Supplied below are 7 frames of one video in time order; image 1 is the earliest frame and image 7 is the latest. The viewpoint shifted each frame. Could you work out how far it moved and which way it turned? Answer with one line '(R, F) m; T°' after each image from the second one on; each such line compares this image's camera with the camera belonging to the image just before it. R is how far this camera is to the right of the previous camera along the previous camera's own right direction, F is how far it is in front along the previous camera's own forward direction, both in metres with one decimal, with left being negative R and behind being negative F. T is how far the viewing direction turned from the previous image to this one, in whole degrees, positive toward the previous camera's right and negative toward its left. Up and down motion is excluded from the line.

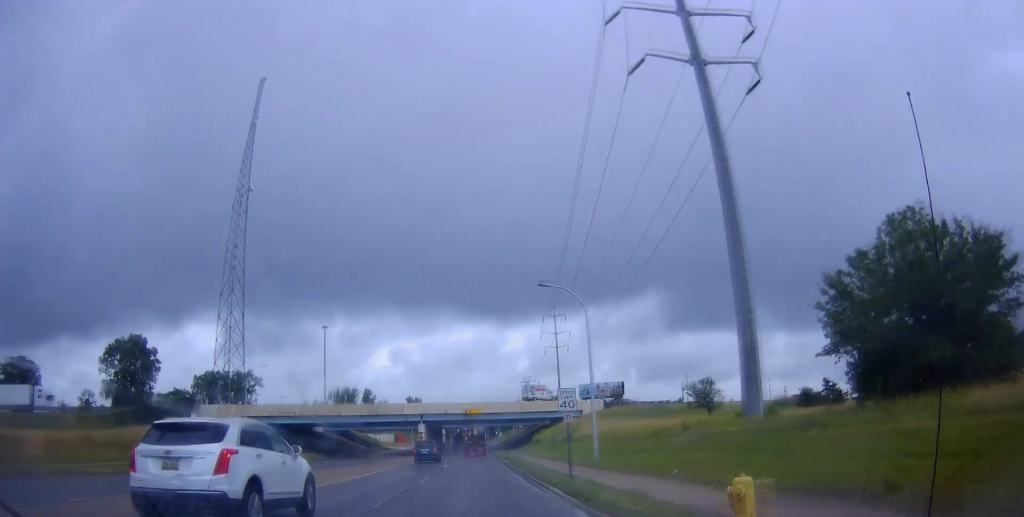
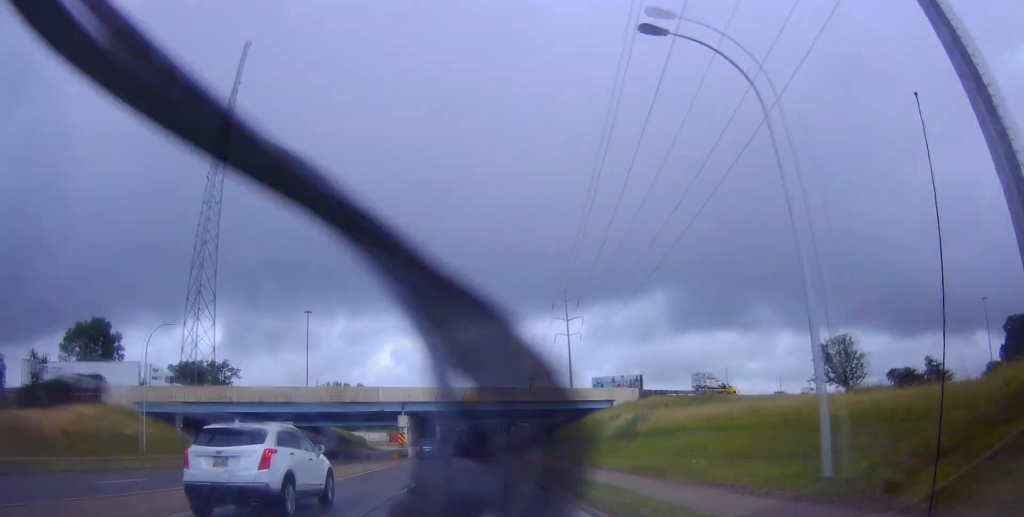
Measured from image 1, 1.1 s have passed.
(+0.1, +19.5) m; +1°
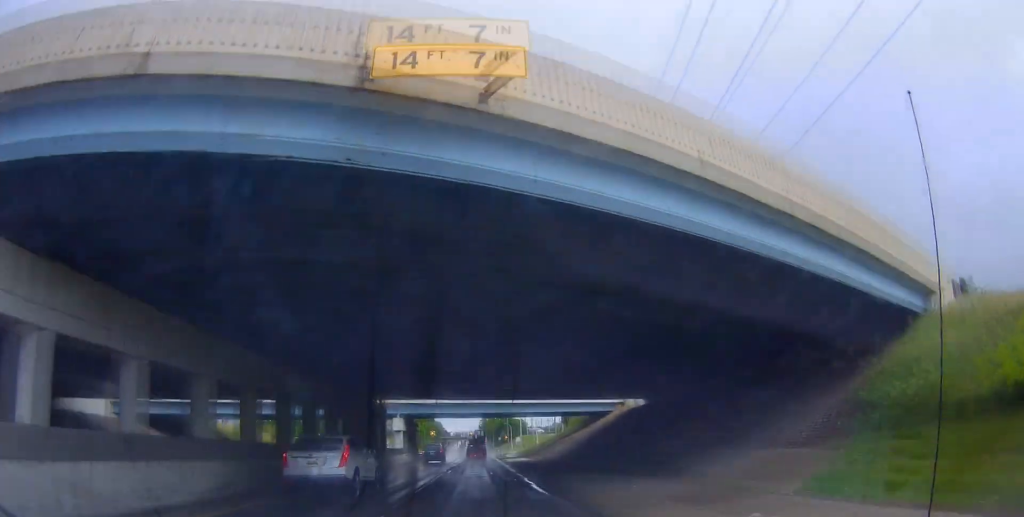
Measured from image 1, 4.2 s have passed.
(-1.8, +53.3) m; -1°
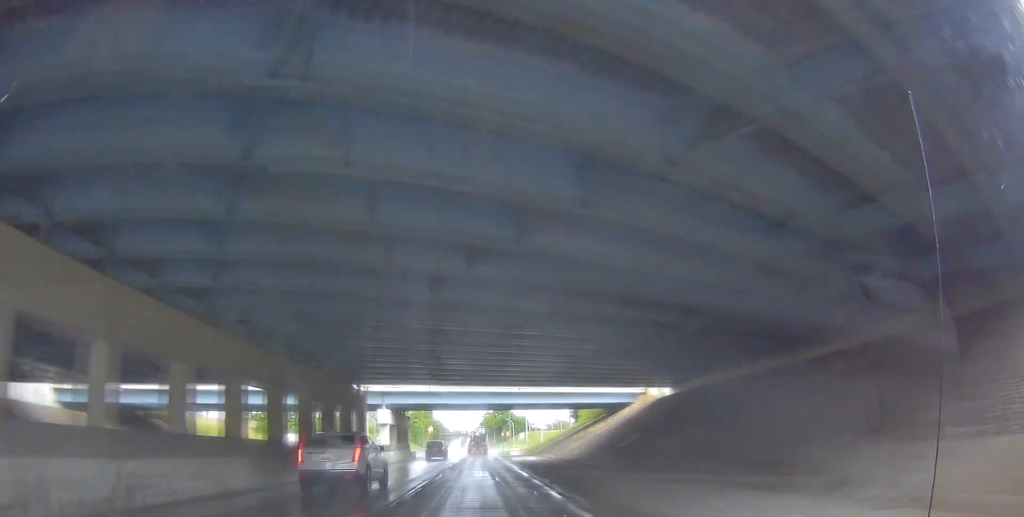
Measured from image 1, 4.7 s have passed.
(+0.4, +8.5) m; +1°
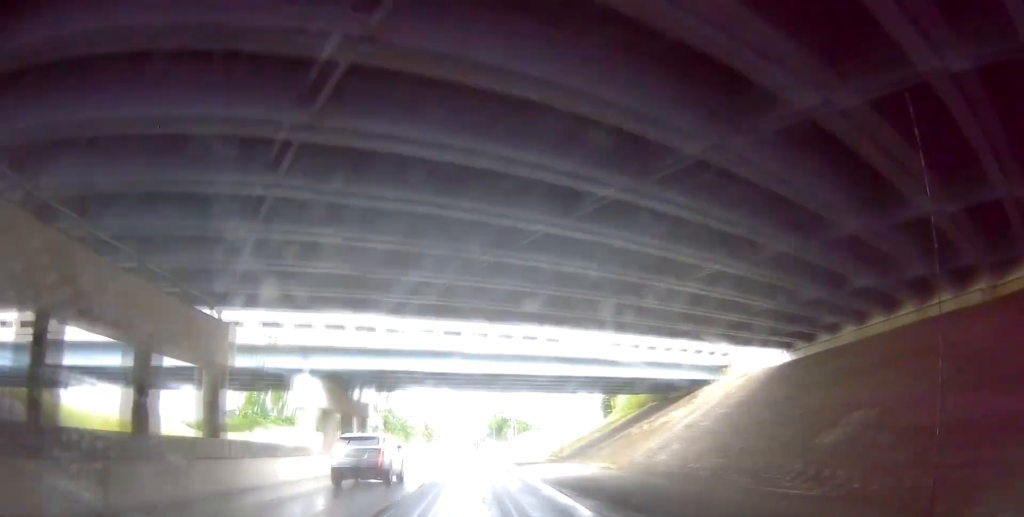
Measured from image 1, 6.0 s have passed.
(+0.2, +20.9) m; -1°
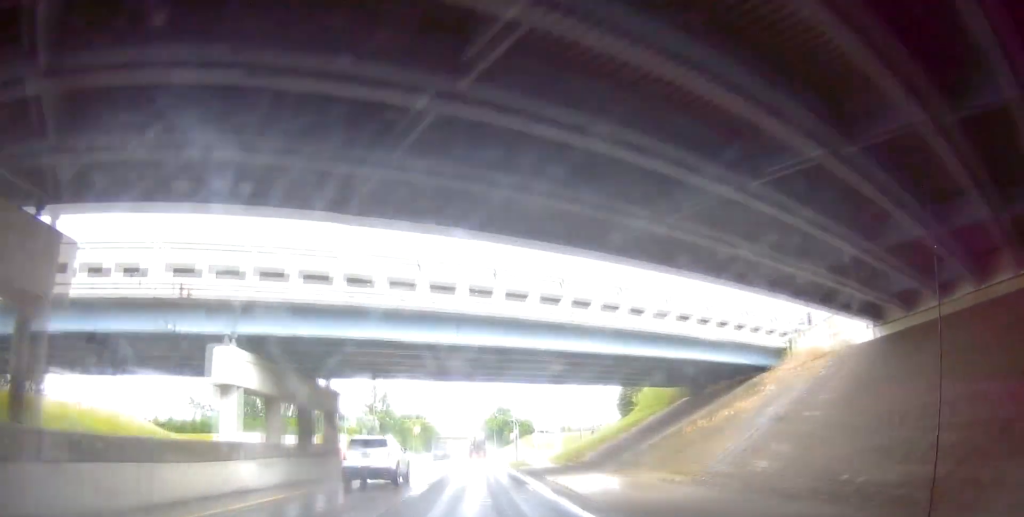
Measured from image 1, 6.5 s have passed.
(-0.1, +8.4) m; -1°
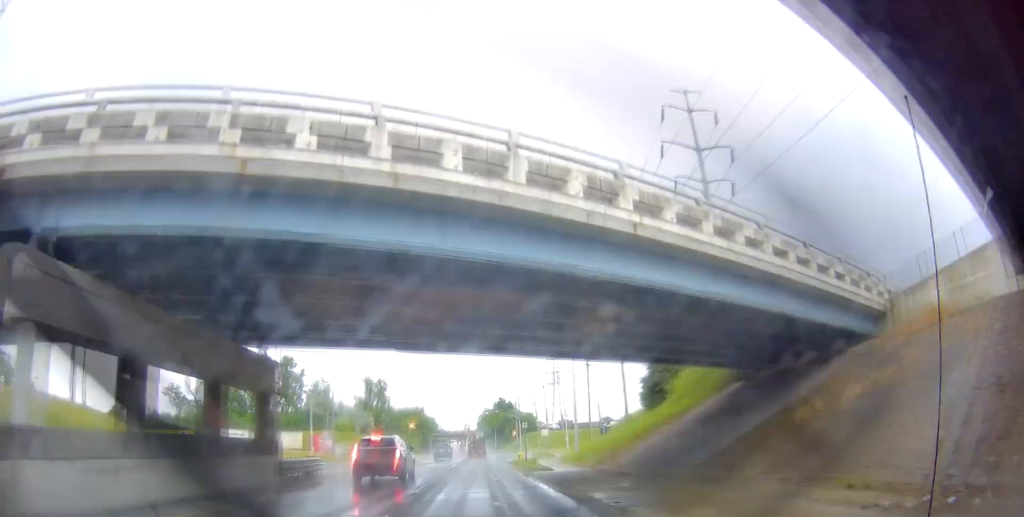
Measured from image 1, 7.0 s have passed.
(-0.3, +9.6) m; +1°
